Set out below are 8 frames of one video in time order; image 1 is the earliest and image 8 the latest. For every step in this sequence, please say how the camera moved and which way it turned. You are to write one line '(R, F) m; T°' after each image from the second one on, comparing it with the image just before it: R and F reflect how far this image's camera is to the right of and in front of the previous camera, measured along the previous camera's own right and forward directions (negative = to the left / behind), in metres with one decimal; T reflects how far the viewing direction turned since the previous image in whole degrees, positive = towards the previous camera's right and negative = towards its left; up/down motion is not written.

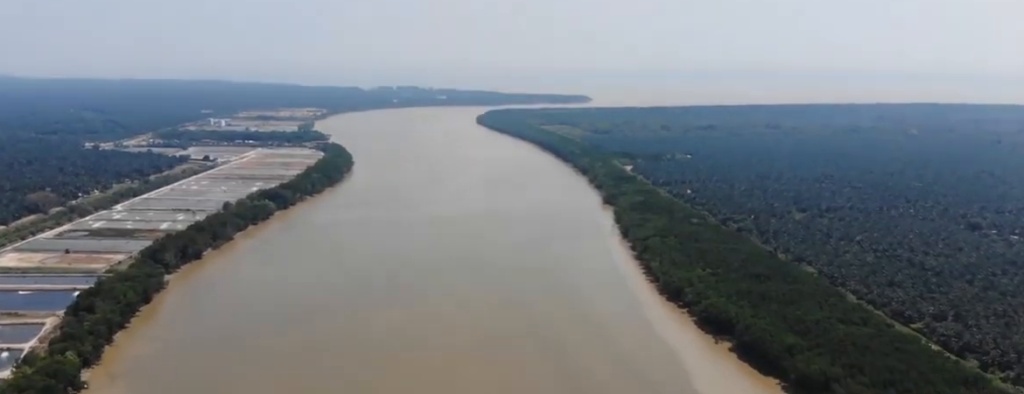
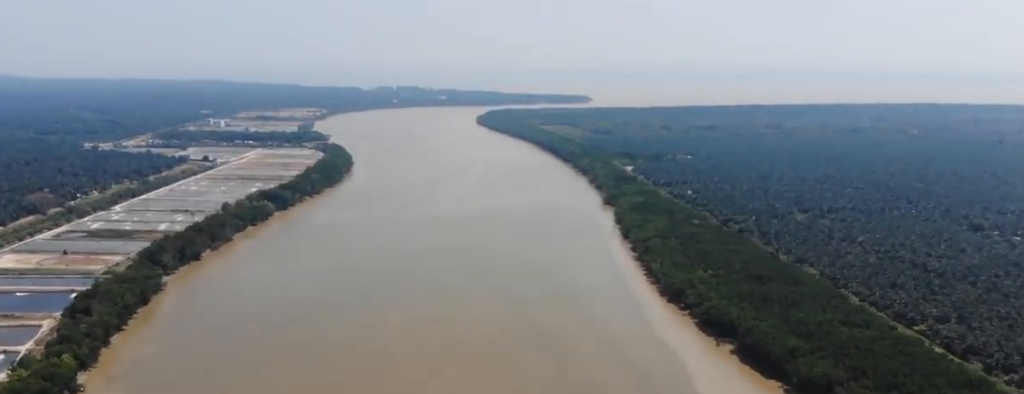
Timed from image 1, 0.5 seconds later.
(-0.1, +3.8) m; 0°
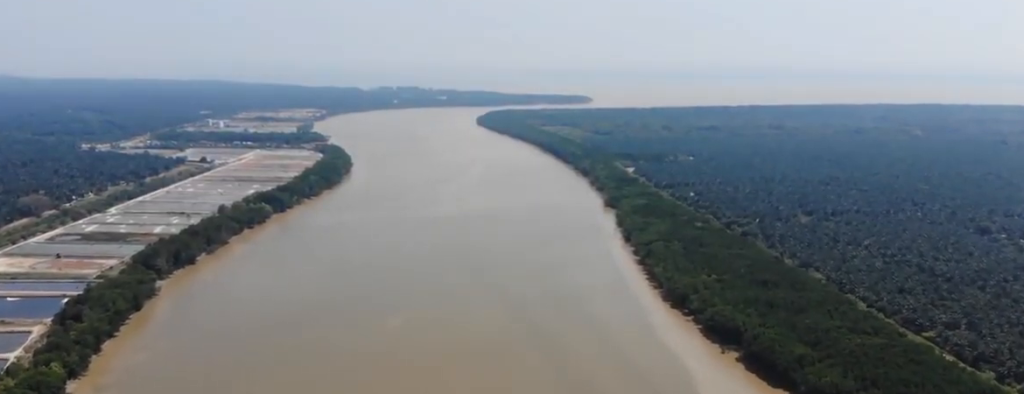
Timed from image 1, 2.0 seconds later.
(+0.1, +11.5) m; 0°
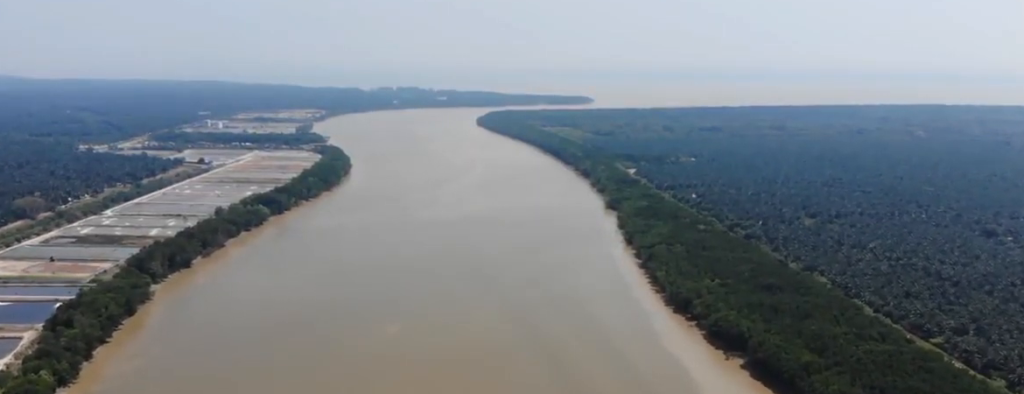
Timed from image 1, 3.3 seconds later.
(-0.2, +10.2) m; 0°
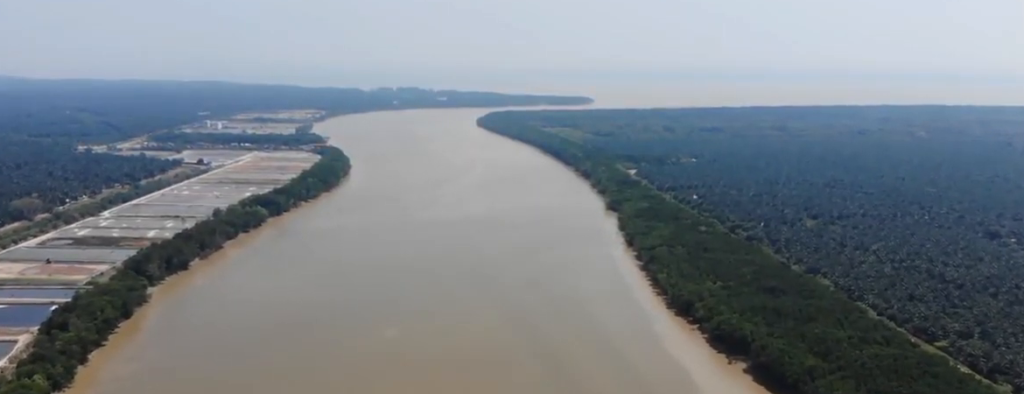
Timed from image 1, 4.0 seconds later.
(0.0, +5.4) m; 0°
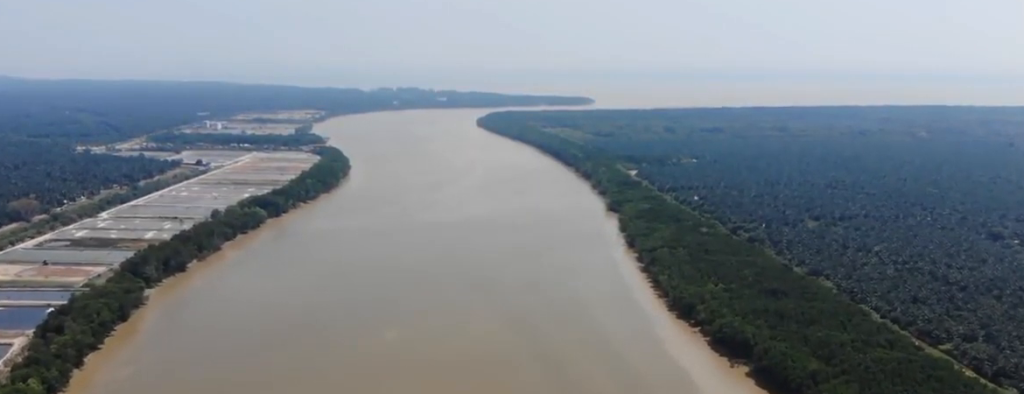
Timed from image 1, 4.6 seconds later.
(0.0, +4.9) m; 0°
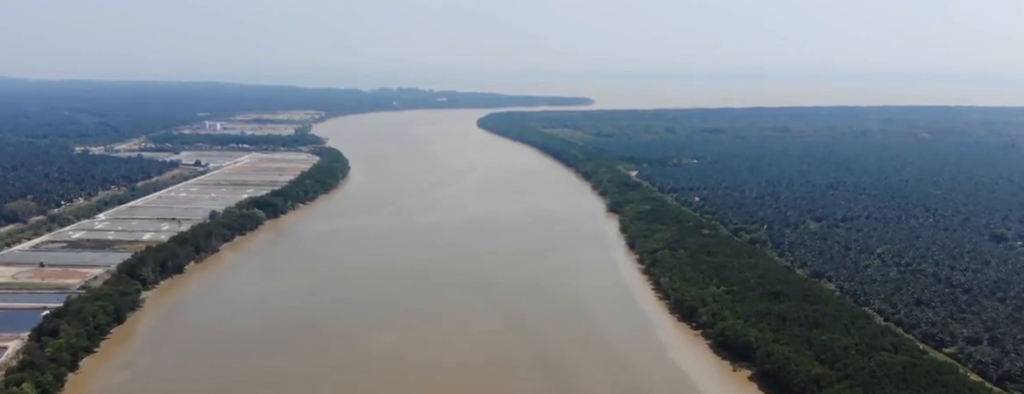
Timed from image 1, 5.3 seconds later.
(0.0, +5.1) m; 0°
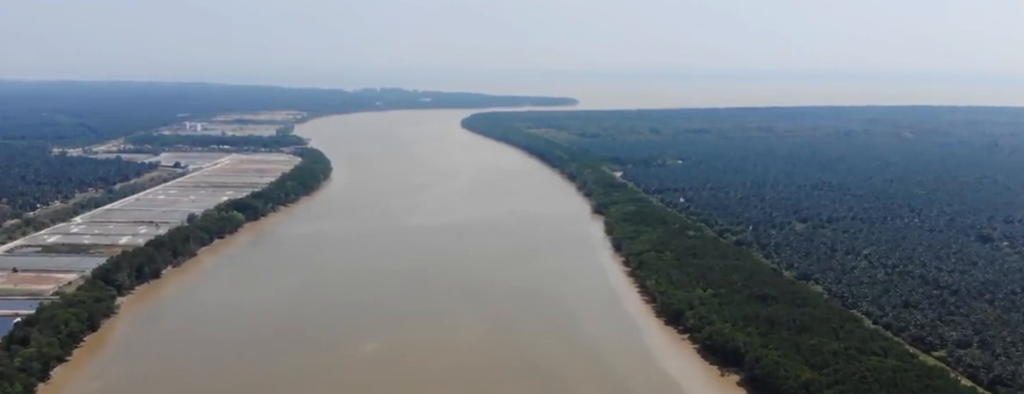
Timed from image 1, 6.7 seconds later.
(+0.1, +10.3) m; +1°
